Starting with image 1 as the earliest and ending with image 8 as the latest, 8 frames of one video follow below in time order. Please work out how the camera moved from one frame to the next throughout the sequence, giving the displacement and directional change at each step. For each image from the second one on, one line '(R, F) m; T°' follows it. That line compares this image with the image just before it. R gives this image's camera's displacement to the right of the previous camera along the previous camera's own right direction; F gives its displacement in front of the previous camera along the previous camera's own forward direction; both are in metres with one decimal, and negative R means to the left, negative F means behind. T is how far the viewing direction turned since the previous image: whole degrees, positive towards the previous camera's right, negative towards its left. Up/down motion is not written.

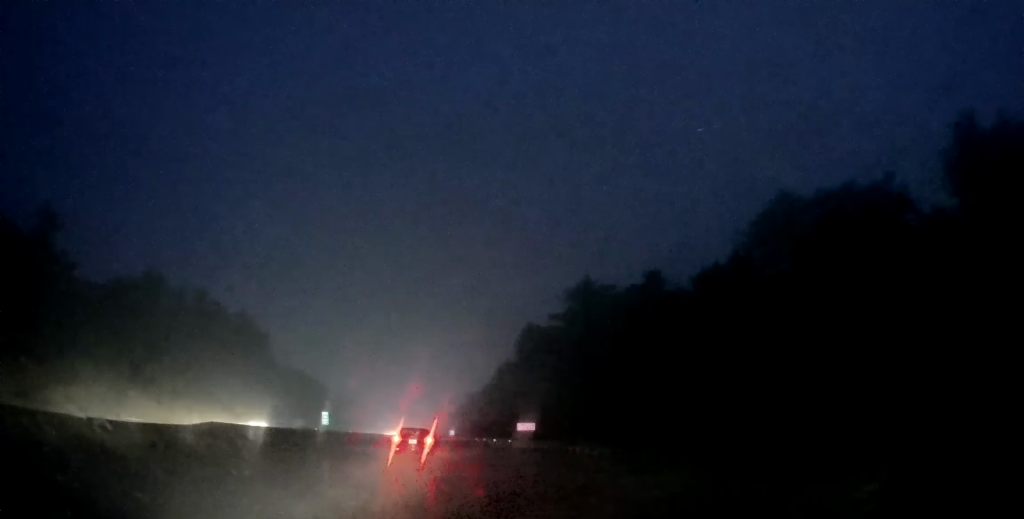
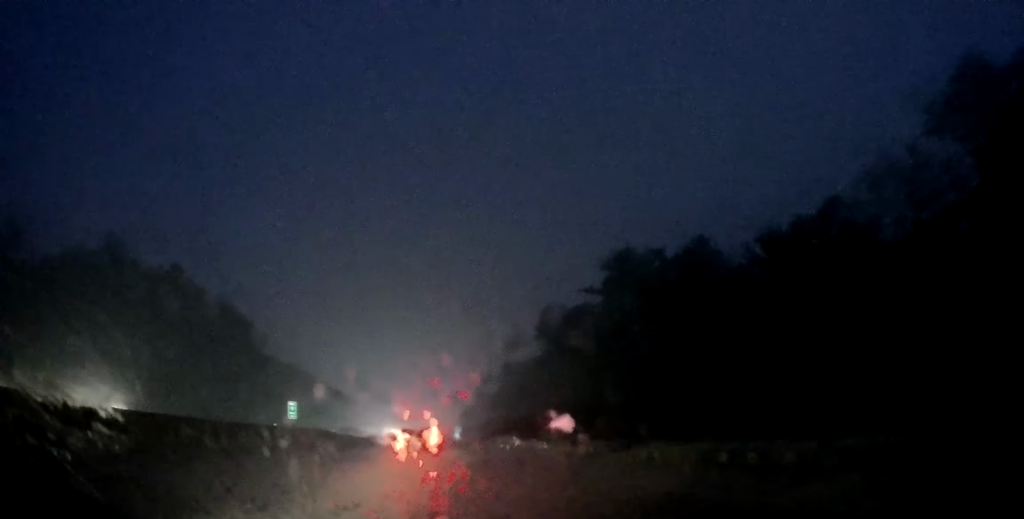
(+0.1, +15.8) m; -1°
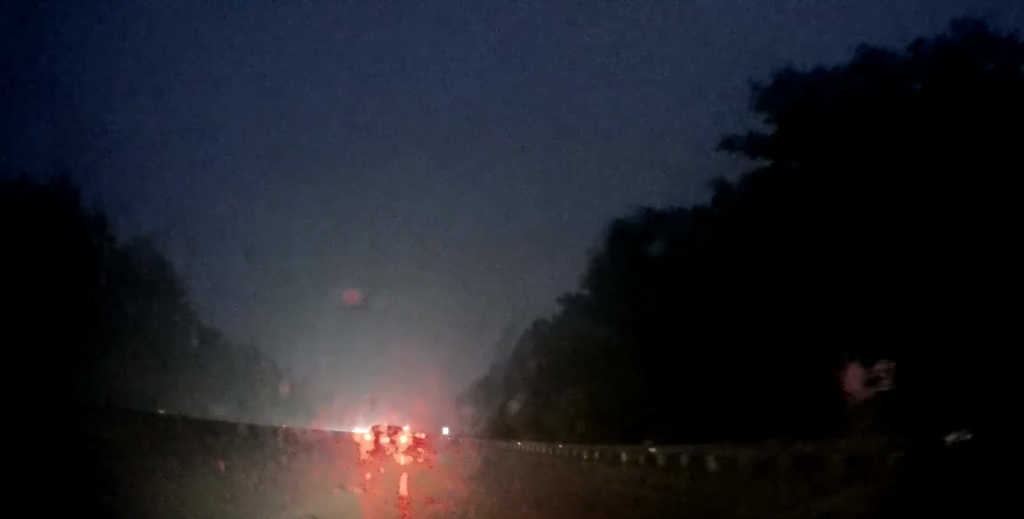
(-0.1, +38.0) m; +1°
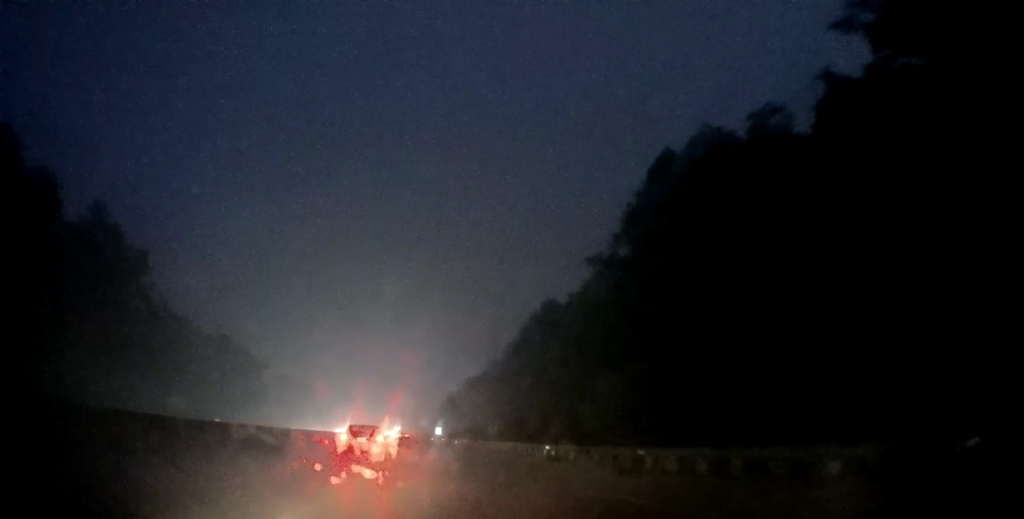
(+0.2, +13.4) m; +1°
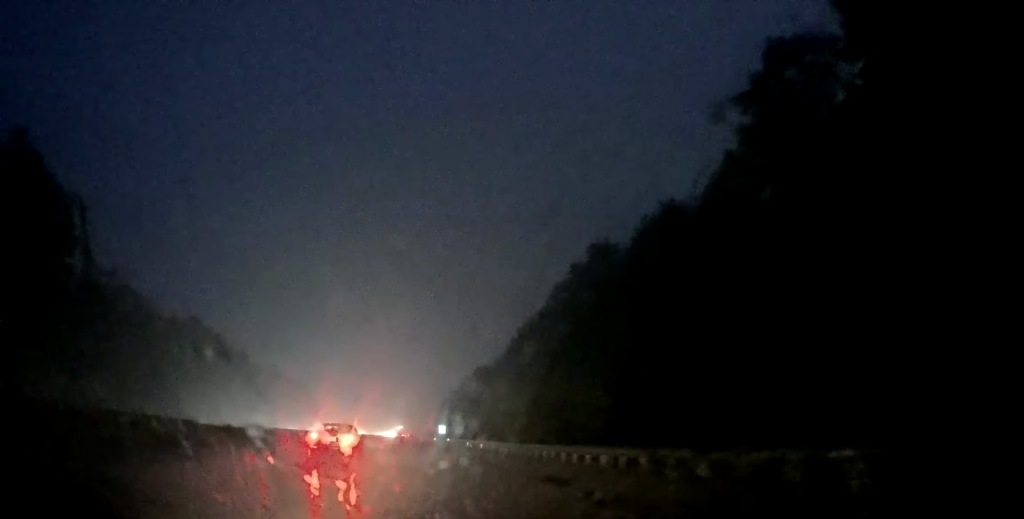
(-0.2, +23.6) m; -1°
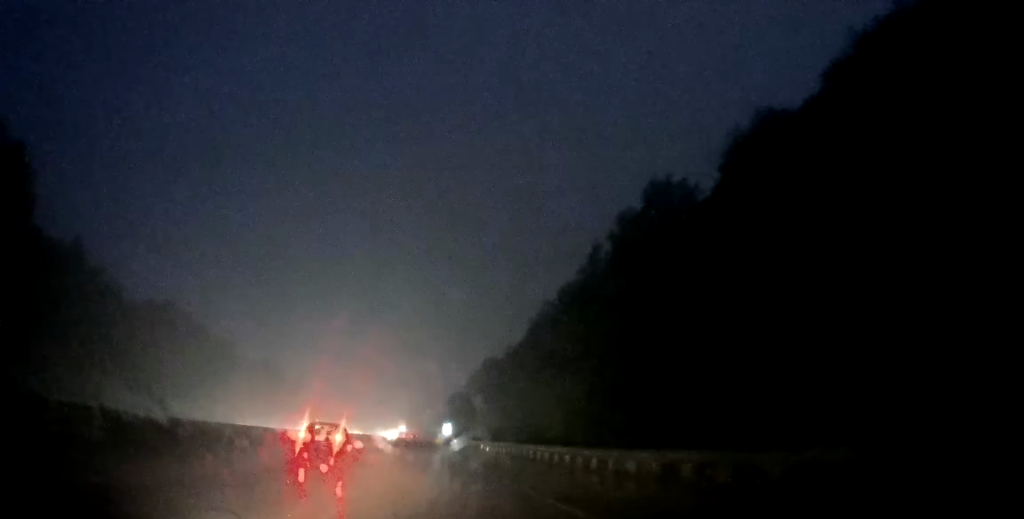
(-0.1, +14.8) m; 0°
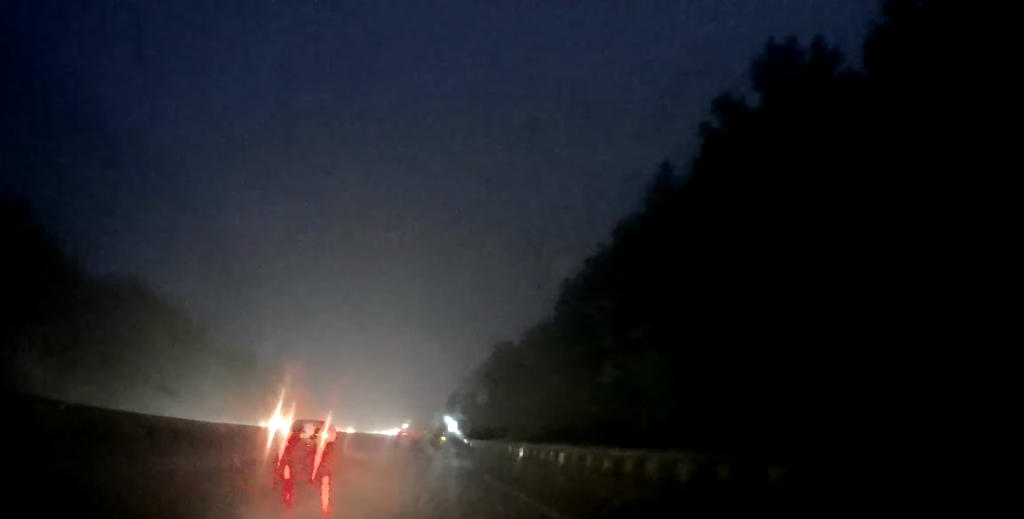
(+0.3, +17.2) m; 0°
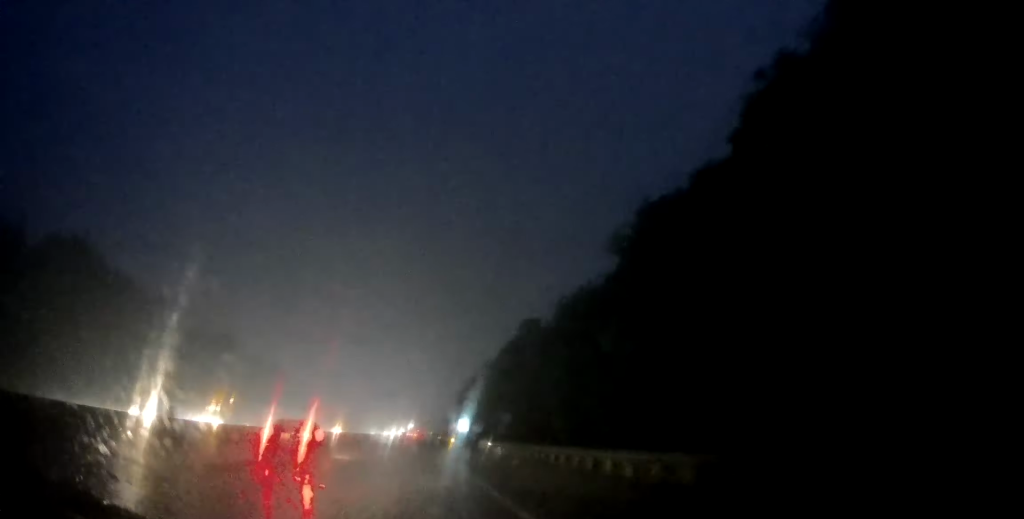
(-0.3, +21.6) m; 0°
